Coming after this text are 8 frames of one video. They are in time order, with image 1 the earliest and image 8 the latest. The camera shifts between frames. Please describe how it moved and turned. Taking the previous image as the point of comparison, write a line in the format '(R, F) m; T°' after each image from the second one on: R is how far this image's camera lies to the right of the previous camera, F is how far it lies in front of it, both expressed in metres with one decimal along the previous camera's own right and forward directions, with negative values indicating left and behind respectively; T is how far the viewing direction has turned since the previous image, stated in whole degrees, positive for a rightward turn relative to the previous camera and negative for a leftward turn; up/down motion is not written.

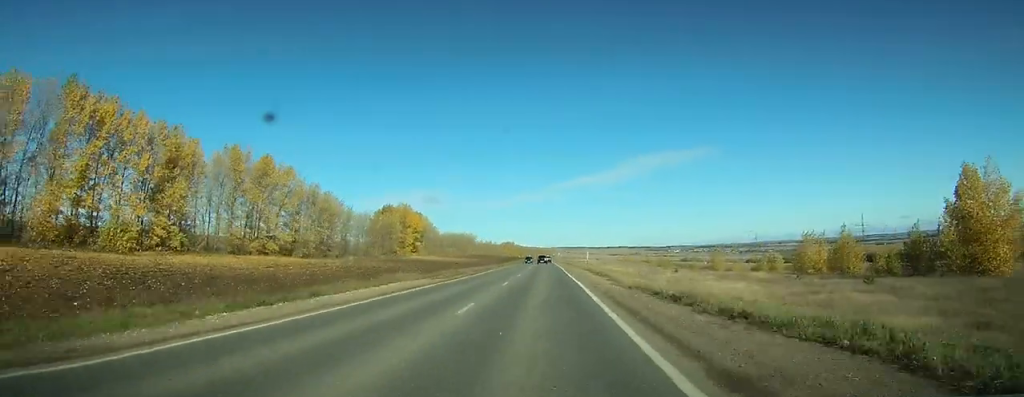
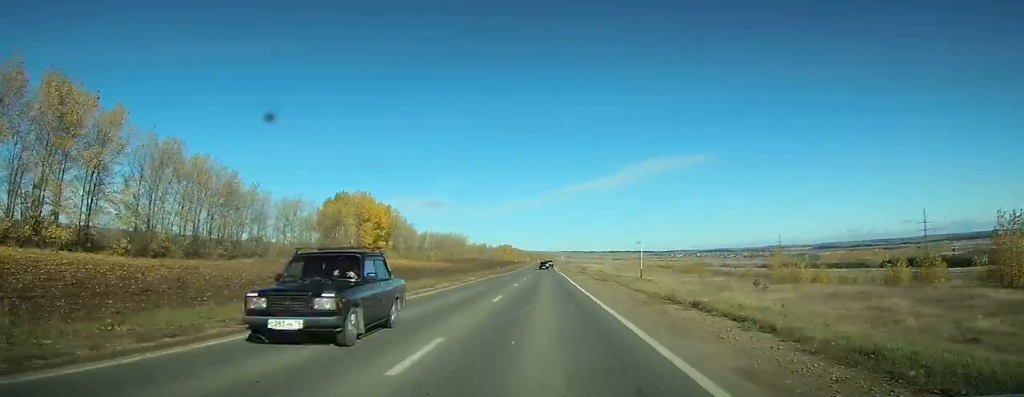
(-0.3, +56.9) m; -1°
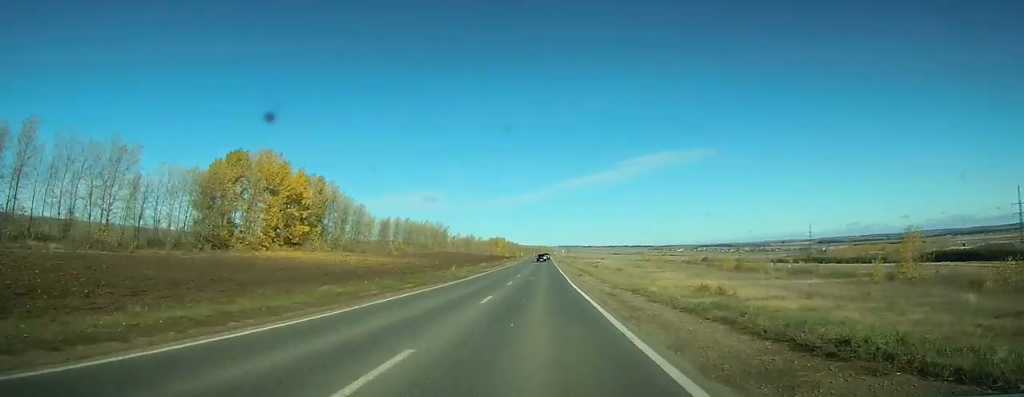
(-0.3, +66.2) m; 0°
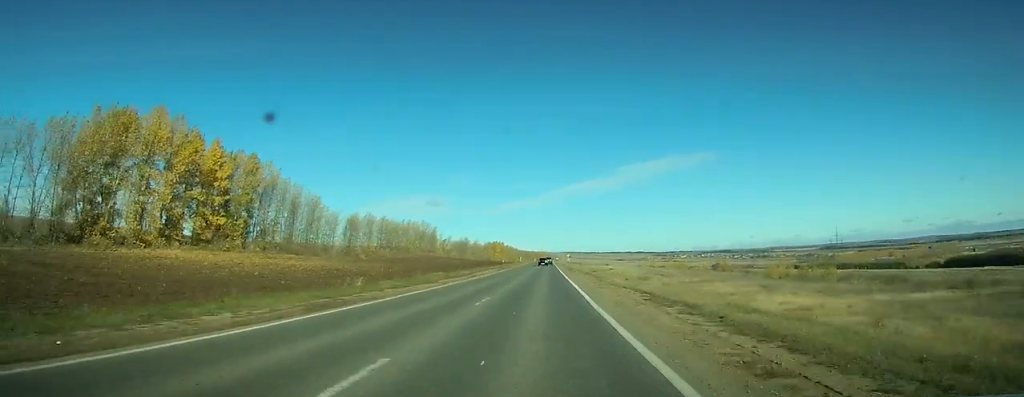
(0.0, +38.5) m; 0°
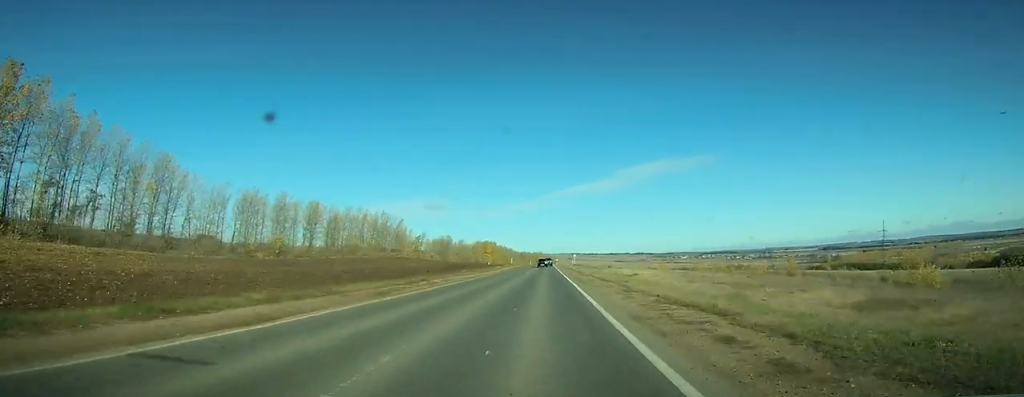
(0.0, +57.9) m; 0°
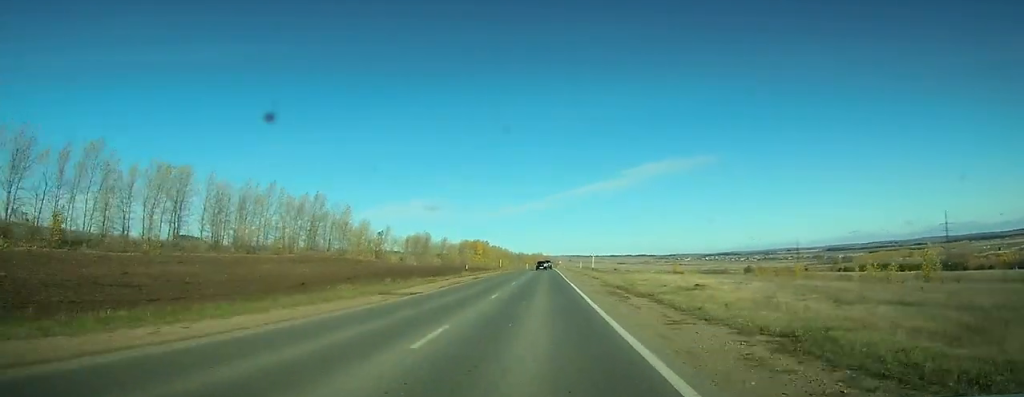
(0.0, +55.8) m; 0°
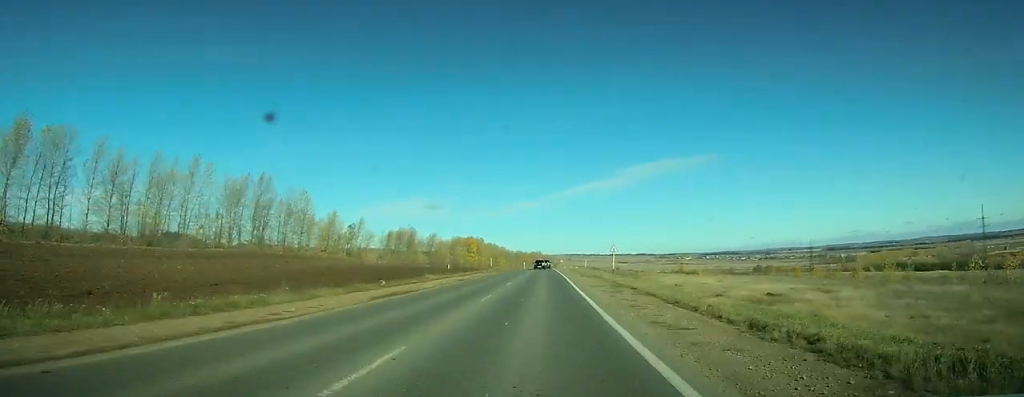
(0.0, +28.3) m; 0°
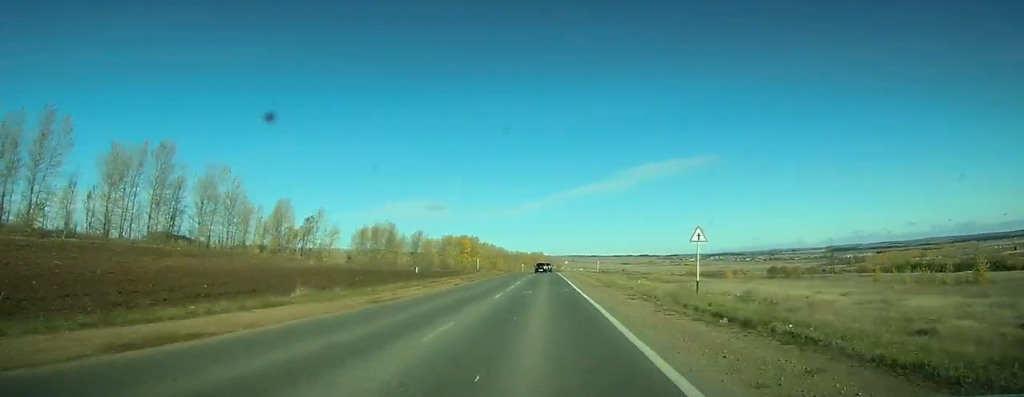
(0.0, +35.7) m; 0°
